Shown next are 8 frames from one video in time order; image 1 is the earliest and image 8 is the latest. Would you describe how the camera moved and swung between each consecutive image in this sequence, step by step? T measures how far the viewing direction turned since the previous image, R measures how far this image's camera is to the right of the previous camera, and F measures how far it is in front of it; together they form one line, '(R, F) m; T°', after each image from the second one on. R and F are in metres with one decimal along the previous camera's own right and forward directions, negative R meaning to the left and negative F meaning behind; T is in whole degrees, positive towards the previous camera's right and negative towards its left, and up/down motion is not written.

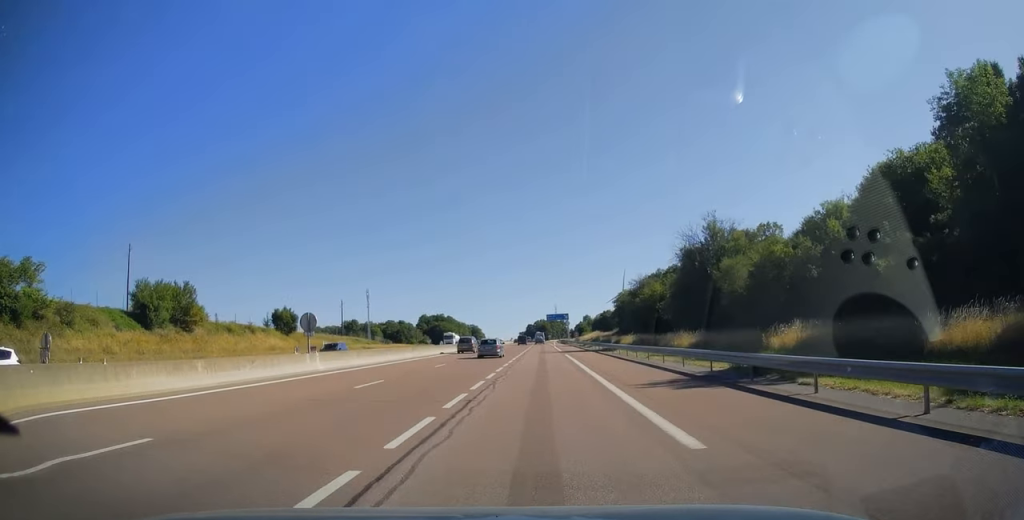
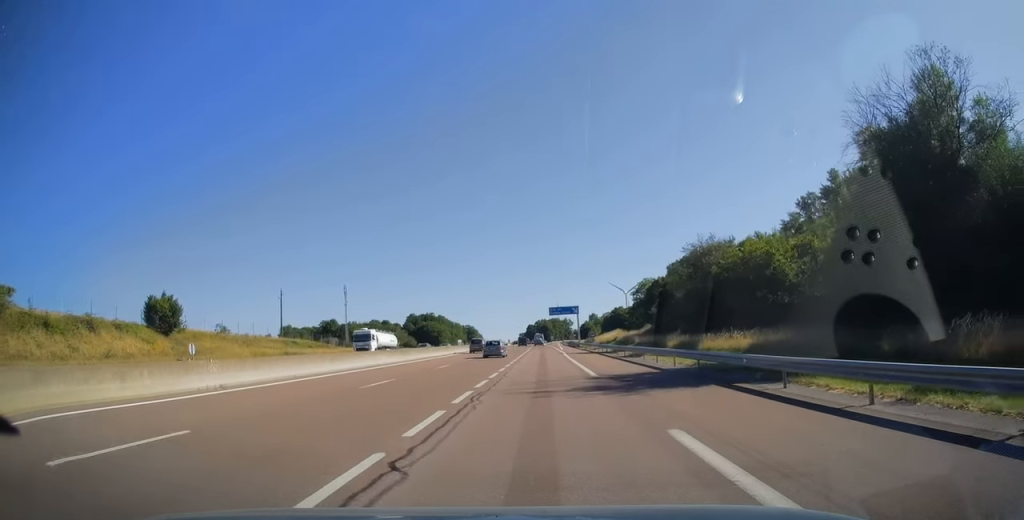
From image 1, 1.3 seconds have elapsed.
(+0.2, +38.2) m; 0°
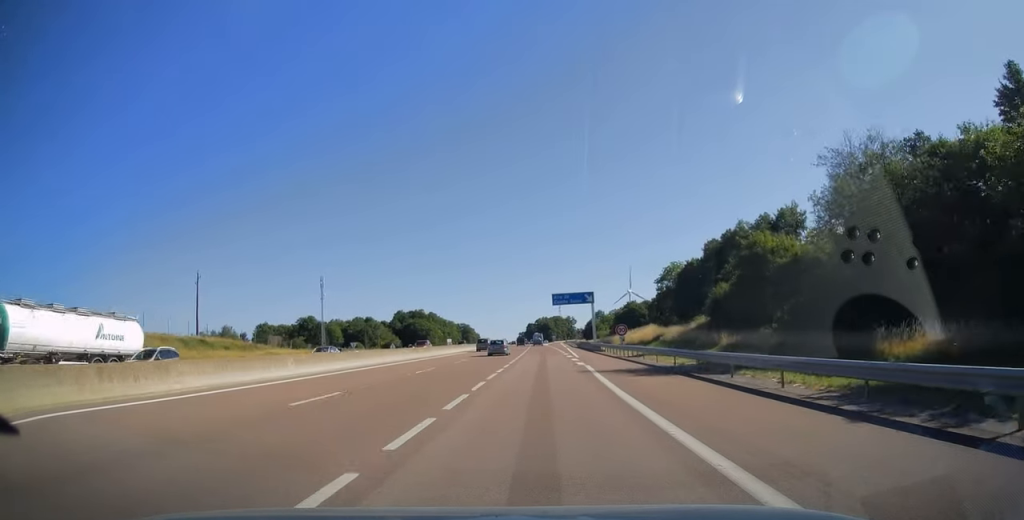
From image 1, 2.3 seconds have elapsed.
(-0.1, +31.7) m; 0°
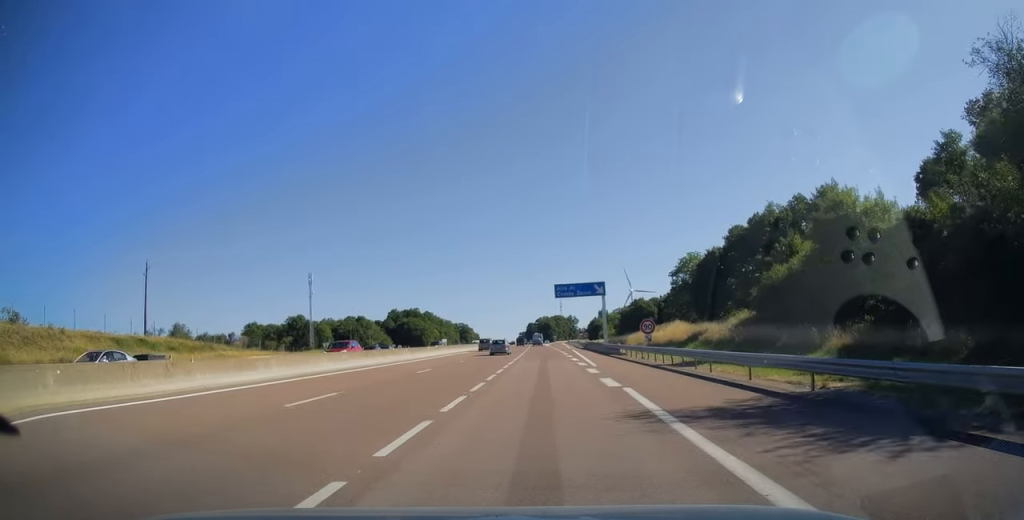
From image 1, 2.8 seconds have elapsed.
(-0.1, +13.6) m; 0°
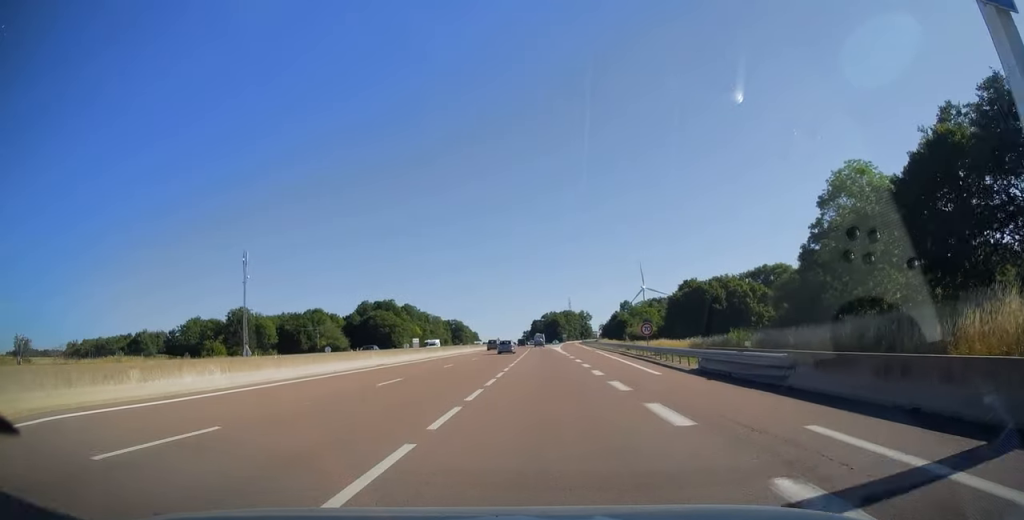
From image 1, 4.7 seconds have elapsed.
(-0.2, +59.0) m; 0°
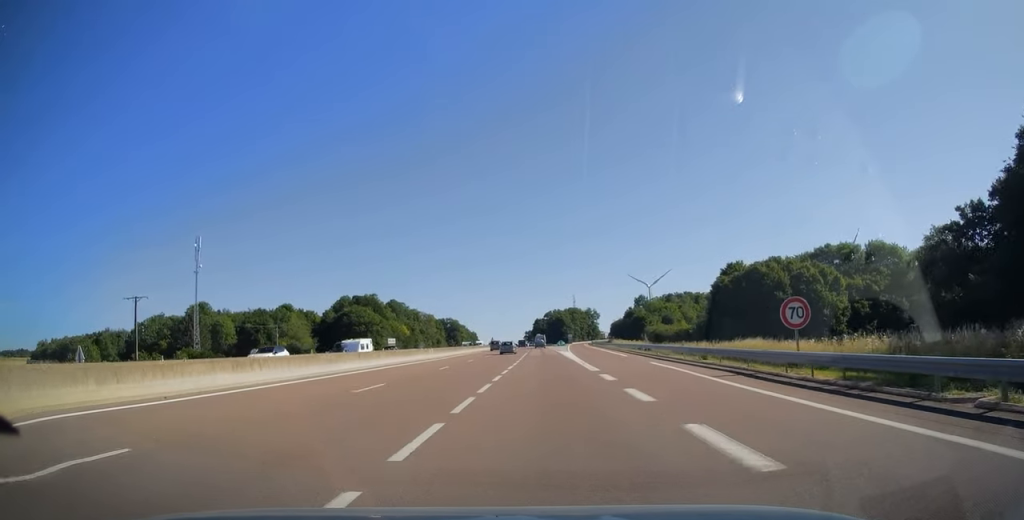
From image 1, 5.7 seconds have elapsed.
(-0.1, +28.7) m; 0°
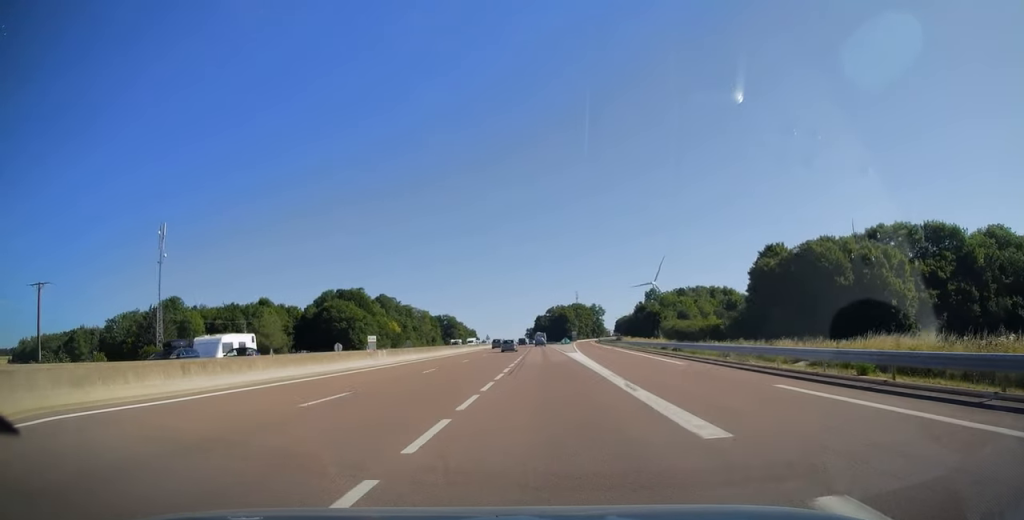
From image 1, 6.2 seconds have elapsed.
(0.0, +17.1) m; 0°
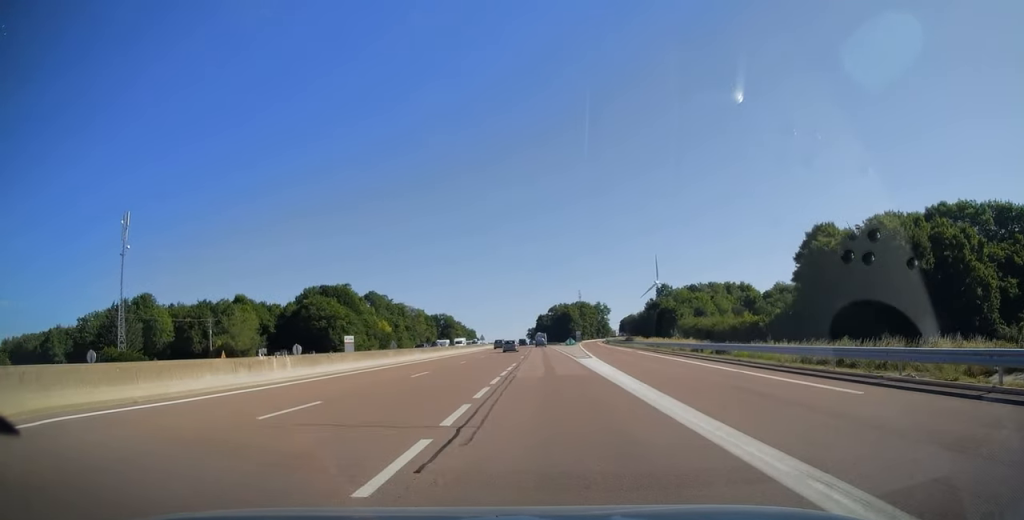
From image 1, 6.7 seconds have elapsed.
(0.0, +15.1) m; 0°
